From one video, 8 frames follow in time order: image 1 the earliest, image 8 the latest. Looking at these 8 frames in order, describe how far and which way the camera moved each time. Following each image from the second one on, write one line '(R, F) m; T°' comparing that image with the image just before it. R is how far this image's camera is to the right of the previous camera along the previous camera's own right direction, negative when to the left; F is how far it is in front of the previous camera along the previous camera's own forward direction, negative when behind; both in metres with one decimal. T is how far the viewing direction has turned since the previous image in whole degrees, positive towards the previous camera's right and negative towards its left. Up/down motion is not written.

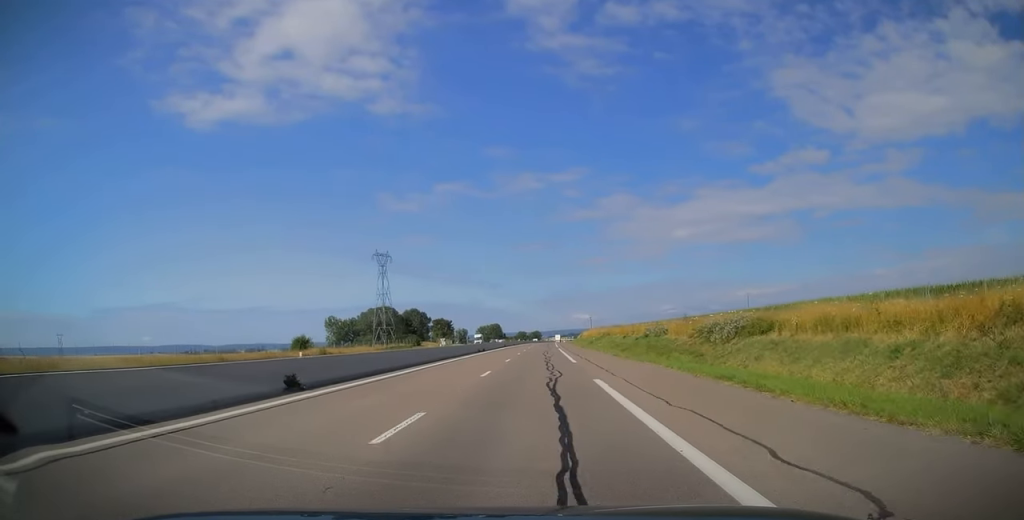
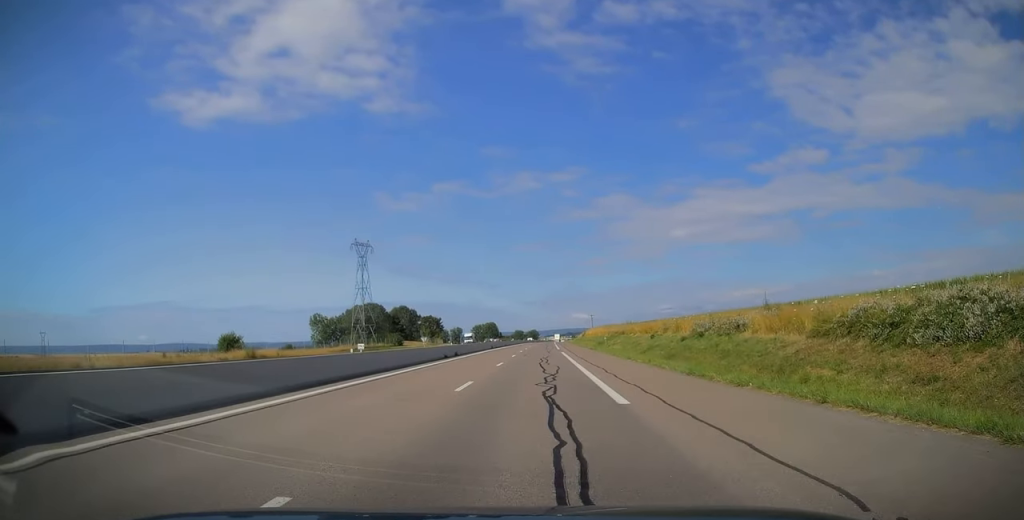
(-0.2, +19.1) m; 0°
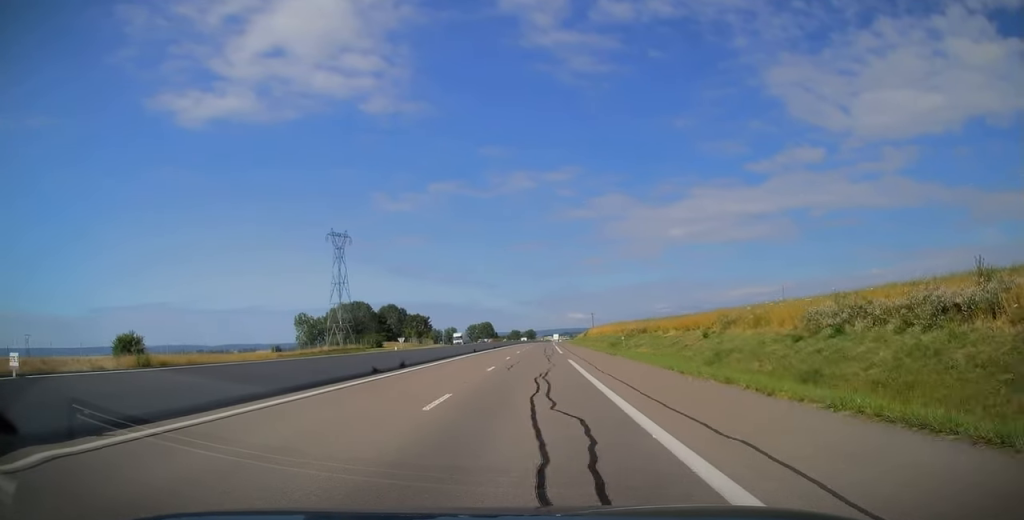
(0.0, +17.2) m; 0°
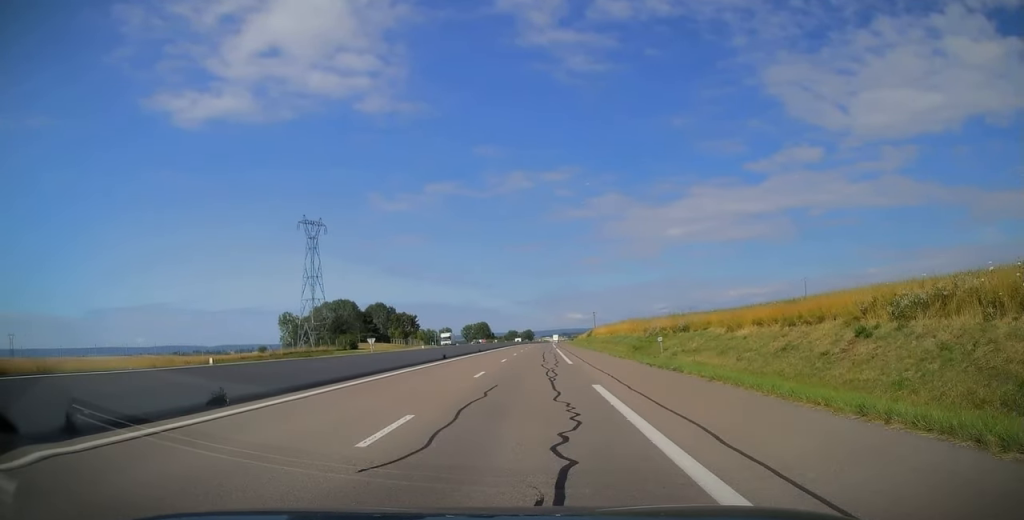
(+0.2, +17.2) m; +1°
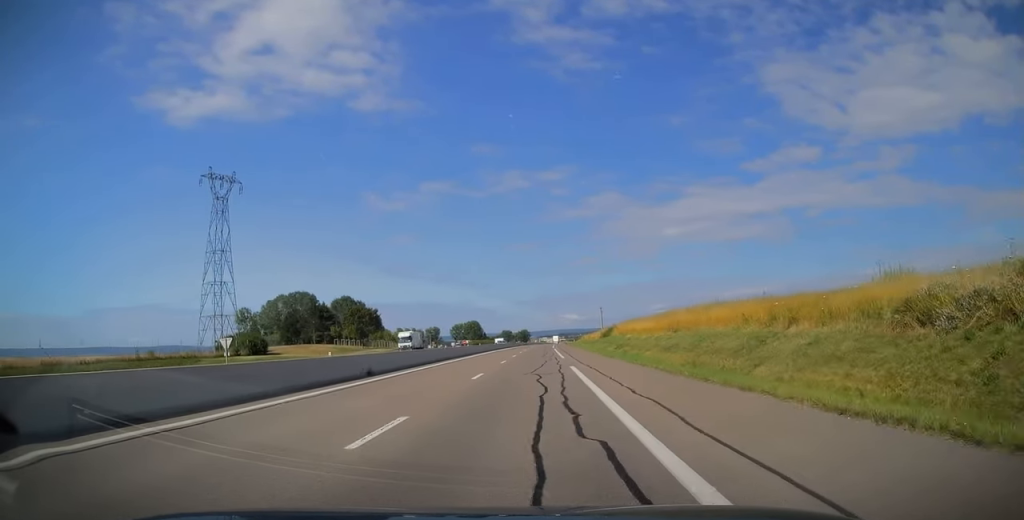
(0.0, +40.2) m; 0°
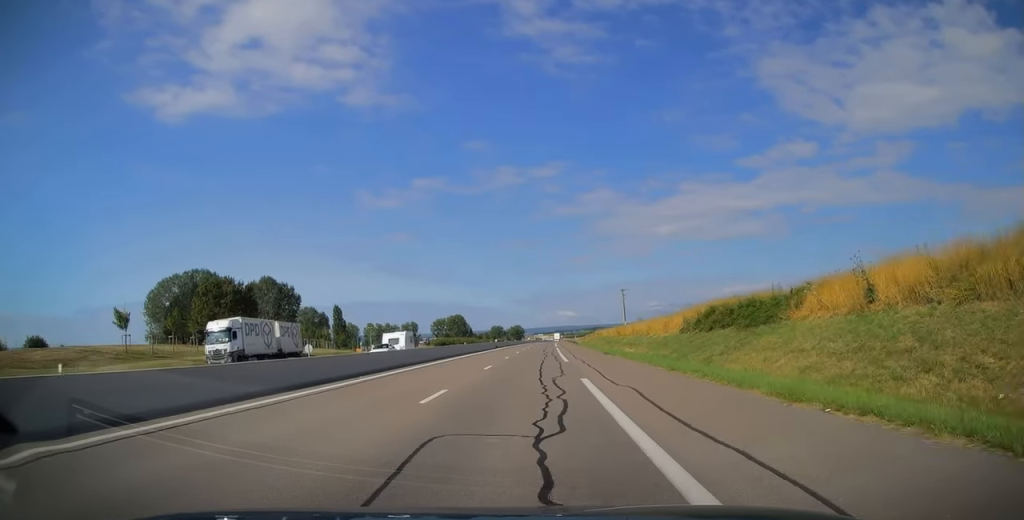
(0.0, +61.3) m; 0°
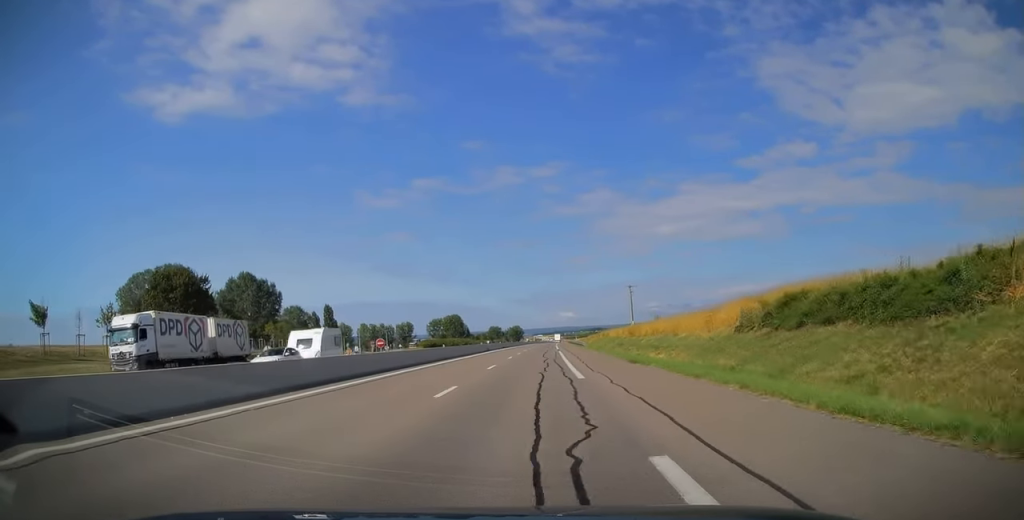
(0.0, +11.8) m; 0°
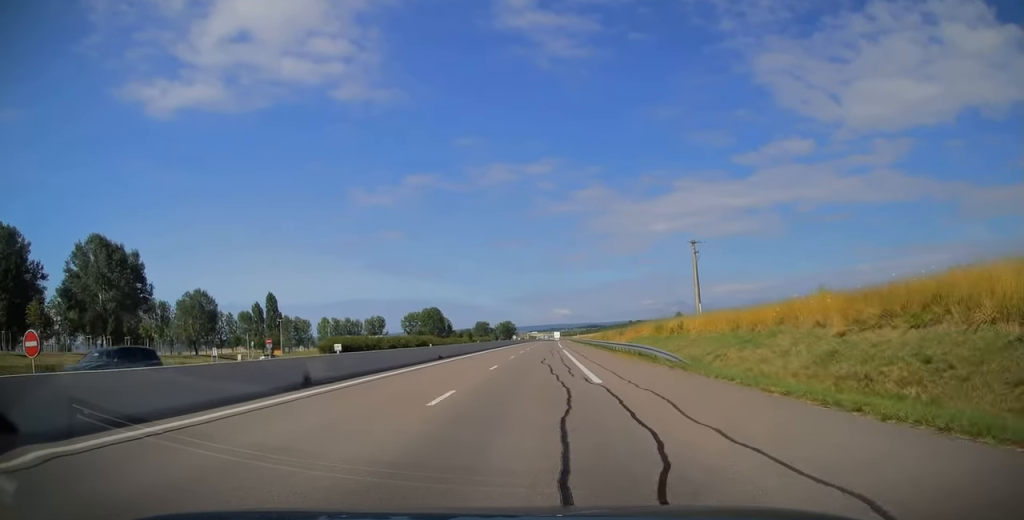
(+0.5, +54.5) m; +1°
